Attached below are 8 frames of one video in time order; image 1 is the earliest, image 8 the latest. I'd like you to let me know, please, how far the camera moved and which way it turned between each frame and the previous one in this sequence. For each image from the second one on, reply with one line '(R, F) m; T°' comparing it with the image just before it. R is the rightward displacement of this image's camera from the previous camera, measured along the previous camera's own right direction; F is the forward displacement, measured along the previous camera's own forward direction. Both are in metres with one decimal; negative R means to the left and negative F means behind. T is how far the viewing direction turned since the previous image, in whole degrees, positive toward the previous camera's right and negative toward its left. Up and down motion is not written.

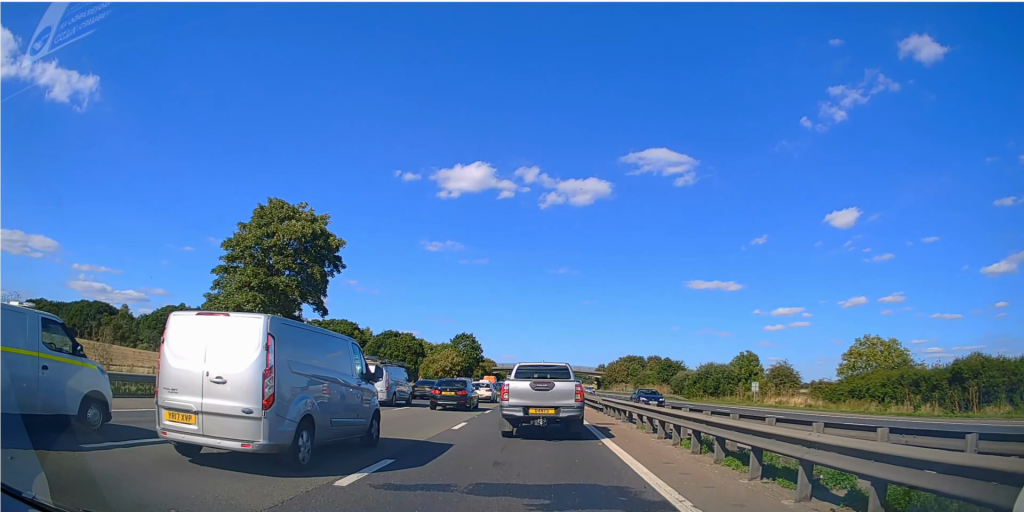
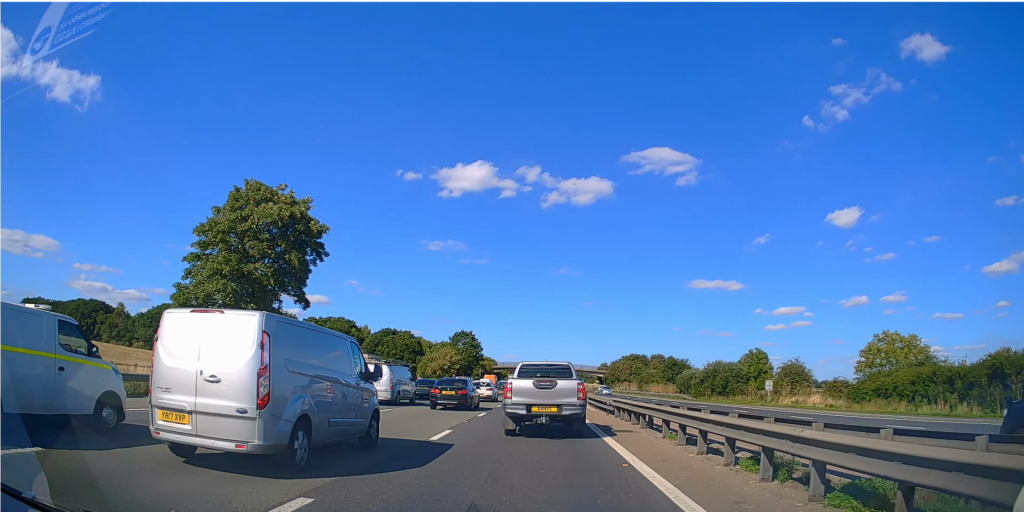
(-0.1, +3.4) m; -1°
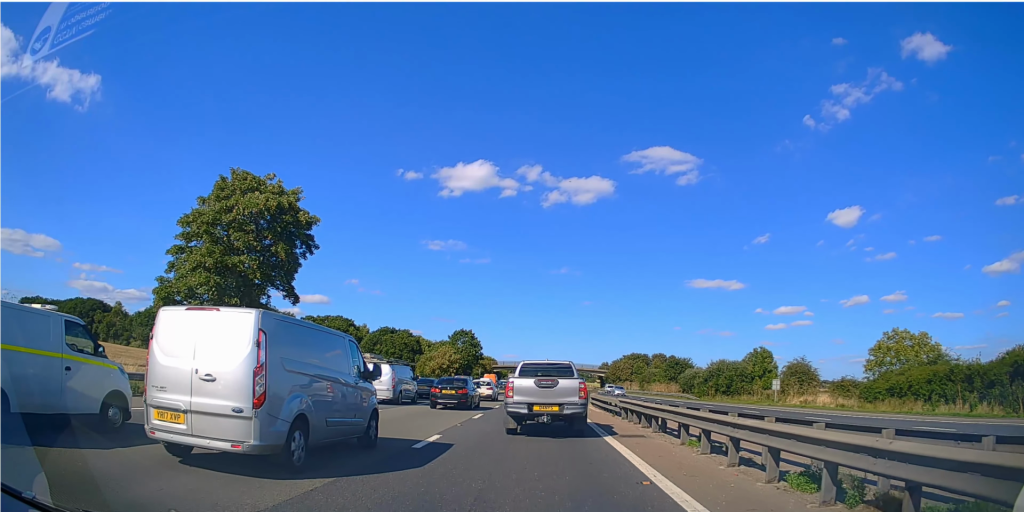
(0.0, +1.8) m; -1°
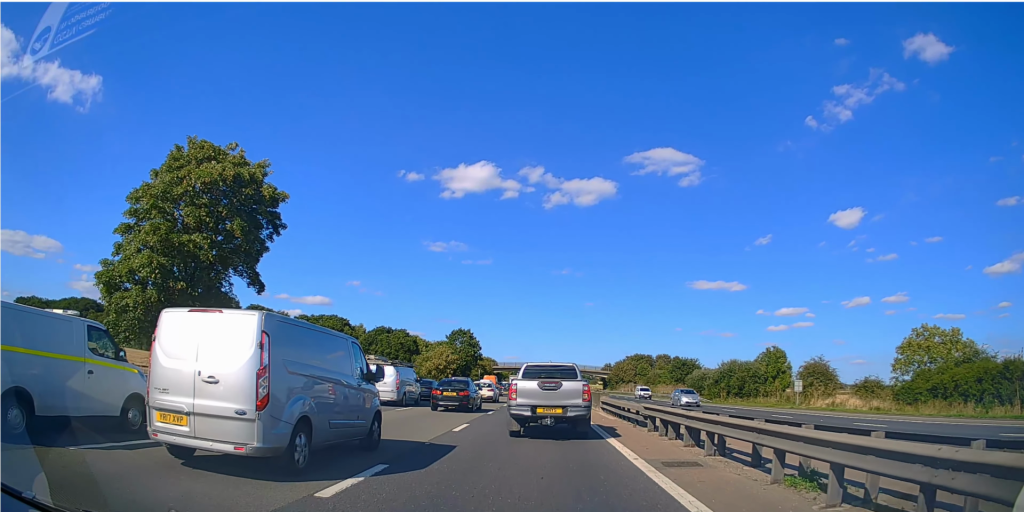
(0.0, +5.0) m; +1°
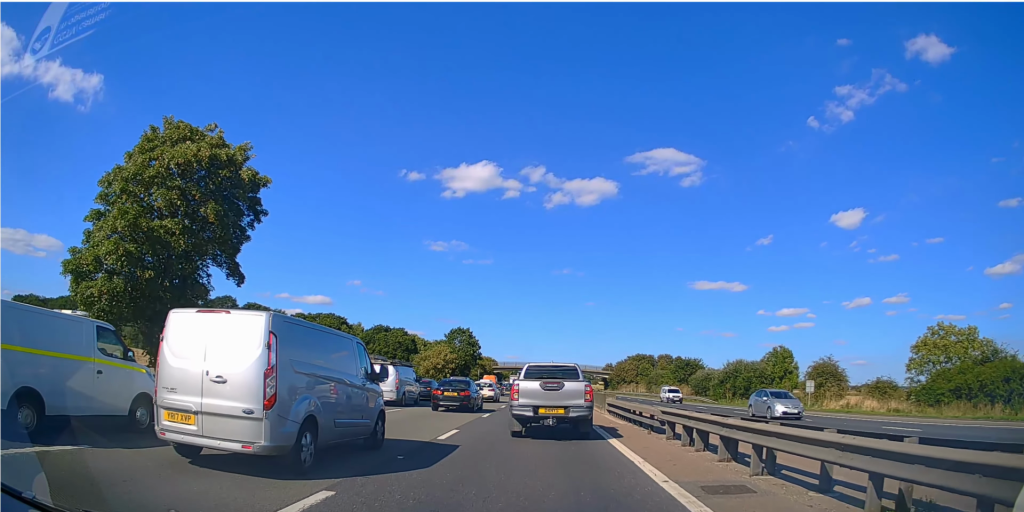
(0.0, +2.5) m; -1°
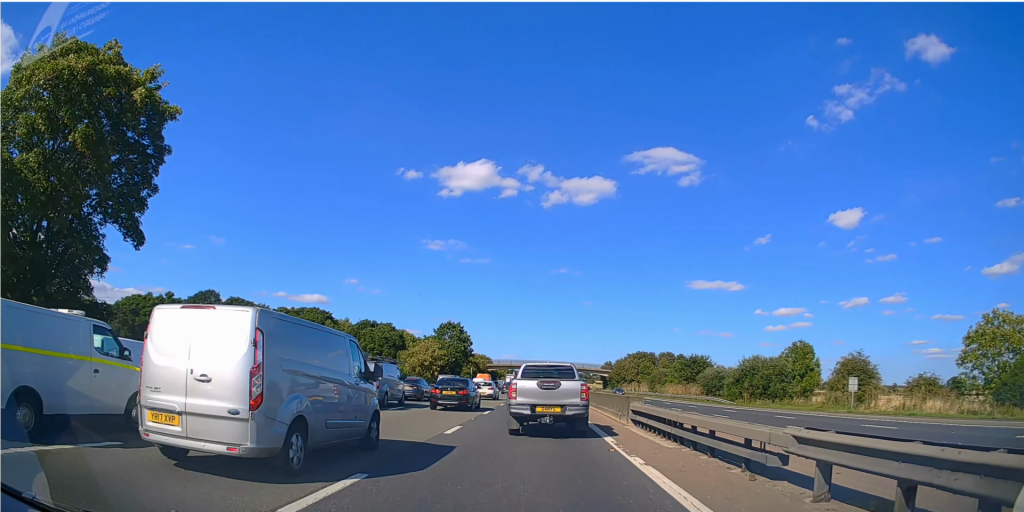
(+0.2, +8.1) m; +2°
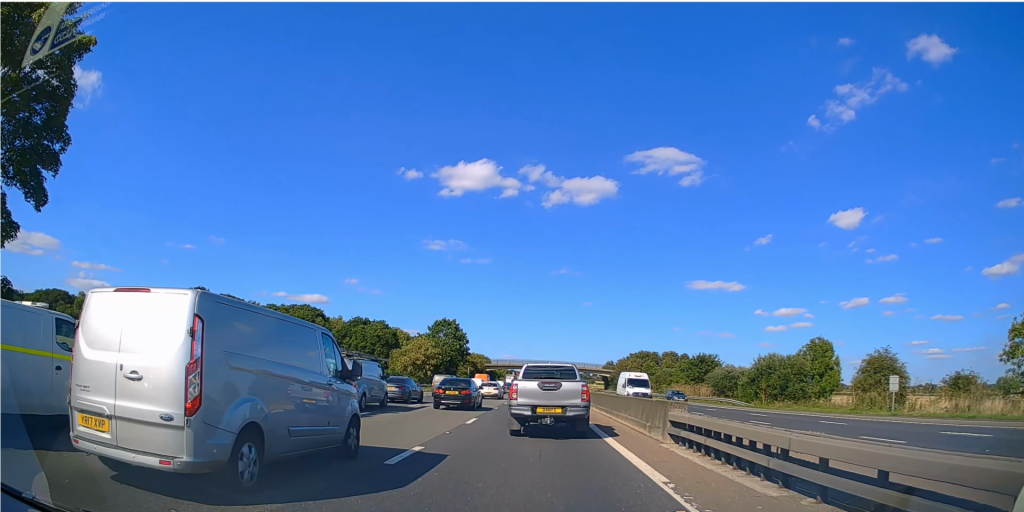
(-0.1, +5.4) m; +1°
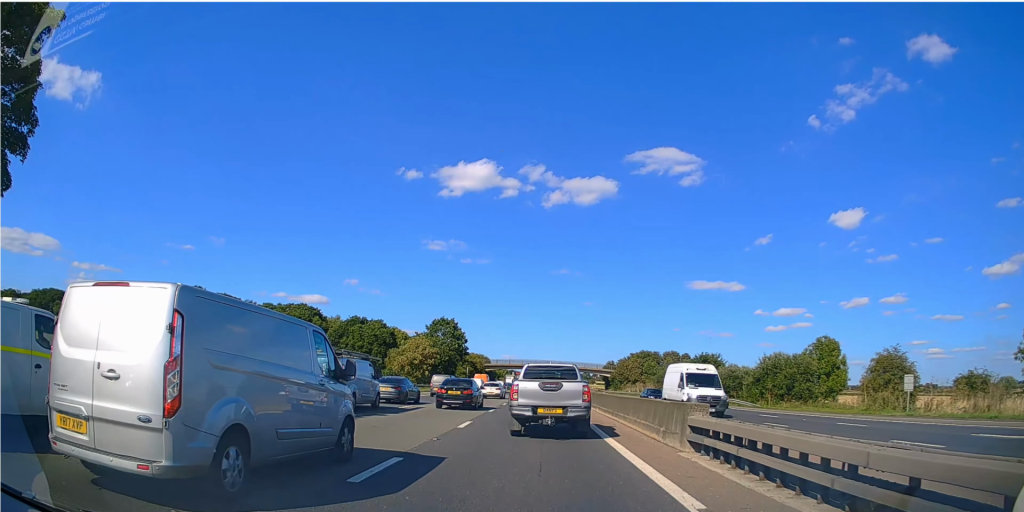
(+0.1, +1.7) m; 0°
